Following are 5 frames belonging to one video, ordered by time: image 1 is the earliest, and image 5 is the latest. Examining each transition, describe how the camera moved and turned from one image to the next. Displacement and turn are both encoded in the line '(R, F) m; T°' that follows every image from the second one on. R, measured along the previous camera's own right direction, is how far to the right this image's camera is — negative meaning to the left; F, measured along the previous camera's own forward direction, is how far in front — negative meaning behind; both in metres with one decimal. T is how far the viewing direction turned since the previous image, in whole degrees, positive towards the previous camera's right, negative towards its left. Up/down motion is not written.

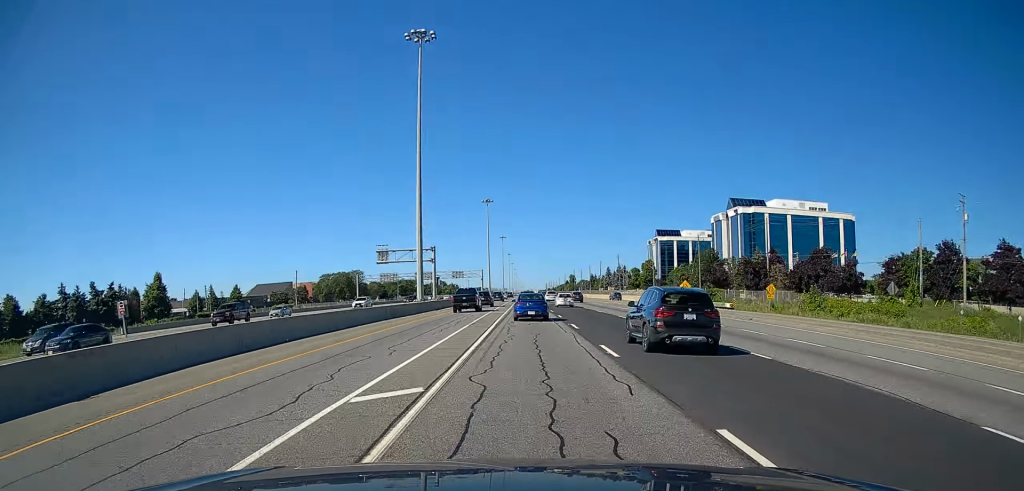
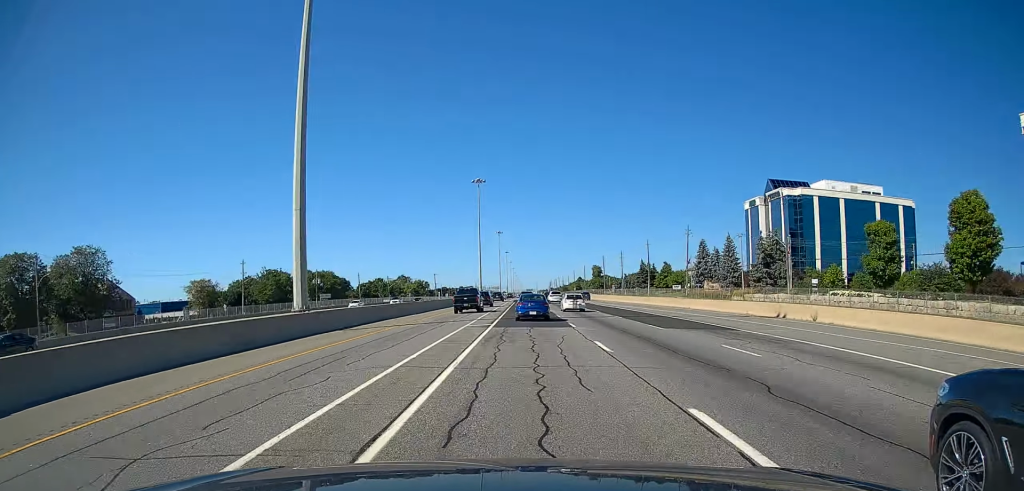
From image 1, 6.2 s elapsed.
(+0.4, +173.2) m; 0°
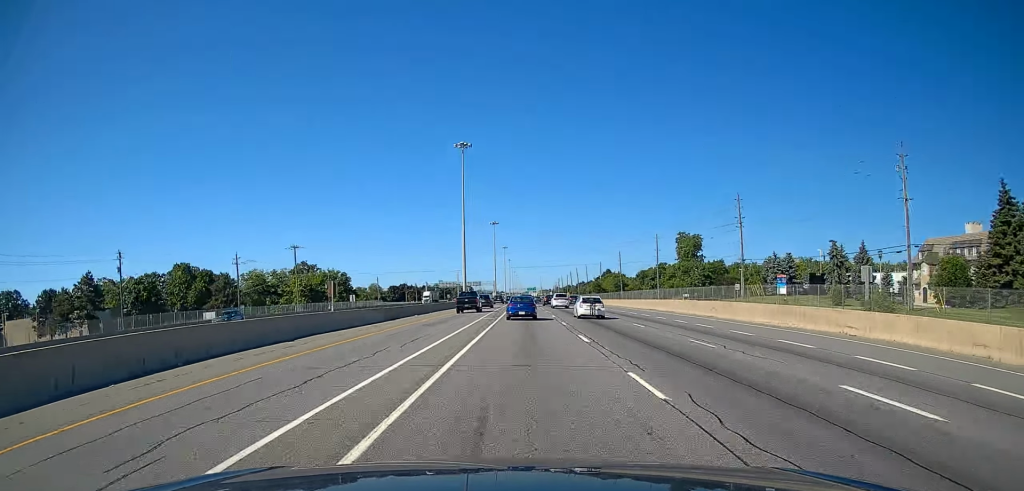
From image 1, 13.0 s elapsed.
(-0.2, +188.1) m; 0°
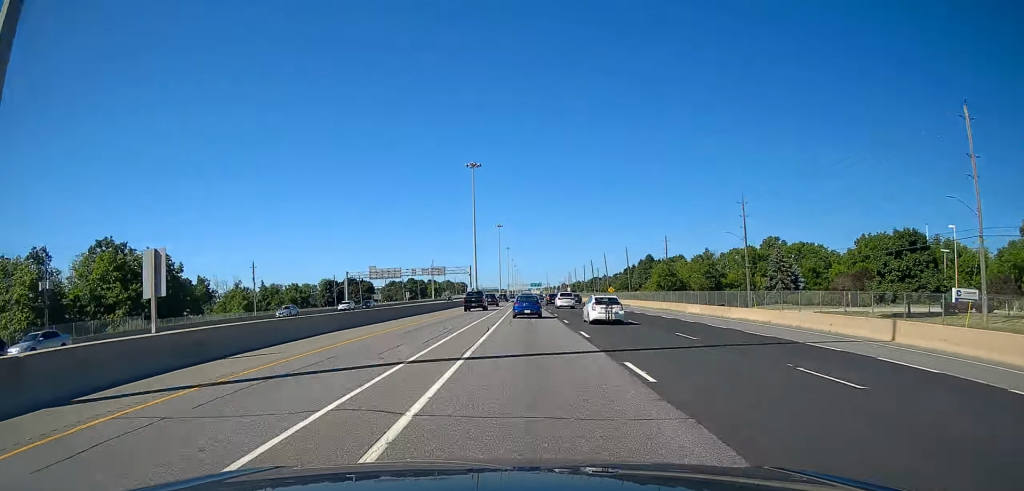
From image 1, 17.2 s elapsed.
(-0.1, +118.9) m; 0°
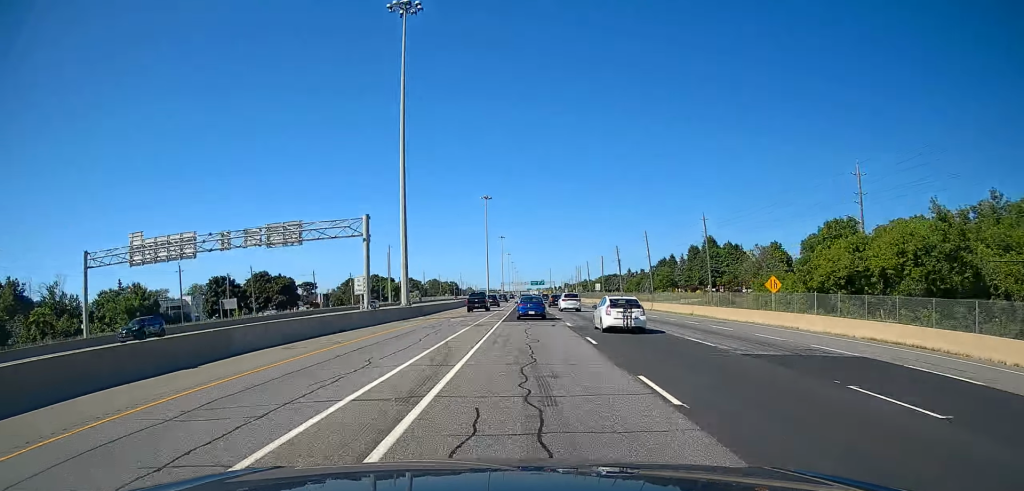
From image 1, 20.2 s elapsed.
(-0.1, +91.7) m; 0°
